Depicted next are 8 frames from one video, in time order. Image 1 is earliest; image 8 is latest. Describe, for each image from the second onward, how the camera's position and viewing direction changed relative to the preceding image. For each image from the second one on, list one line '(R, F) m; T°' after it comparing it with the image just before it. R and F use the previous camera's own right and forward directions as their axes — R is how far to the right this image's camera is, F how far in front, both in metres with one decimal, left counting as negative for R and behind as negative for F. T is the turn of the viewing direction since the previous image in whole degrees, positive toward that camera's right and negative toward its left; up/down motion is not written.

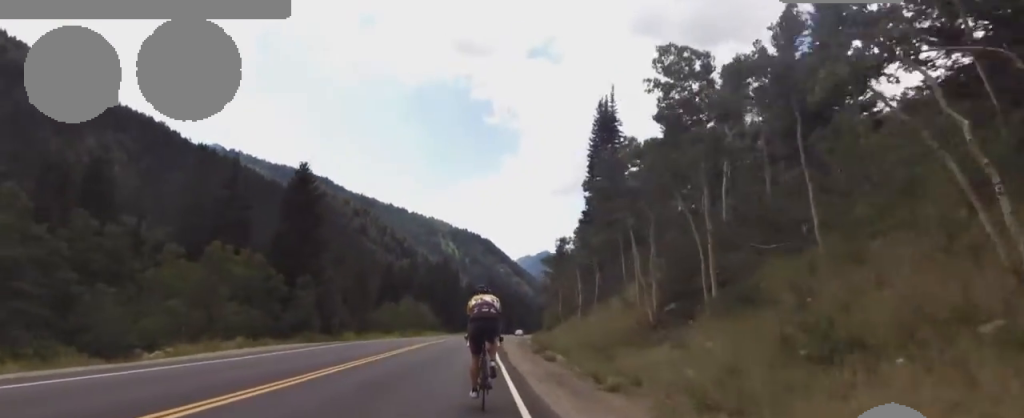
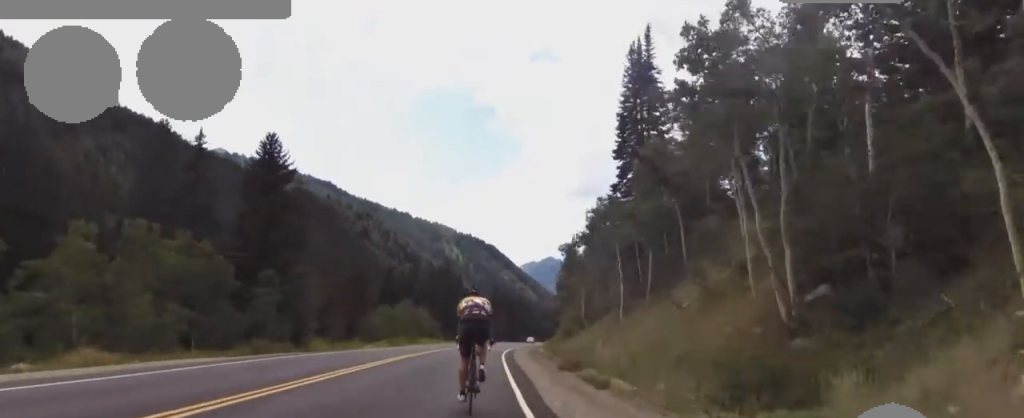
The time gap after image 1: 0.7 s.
(+0.4, +11.4) m; 0°
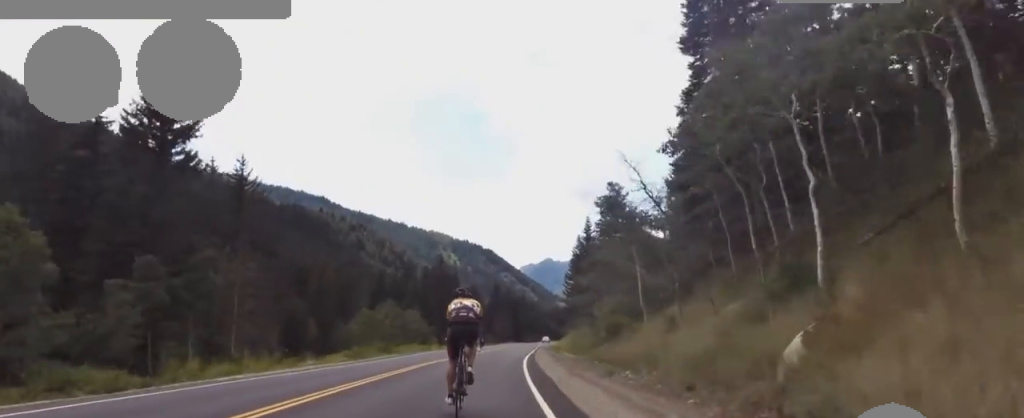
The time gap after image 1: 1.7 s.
(-0.5, +17.6) m; -4°
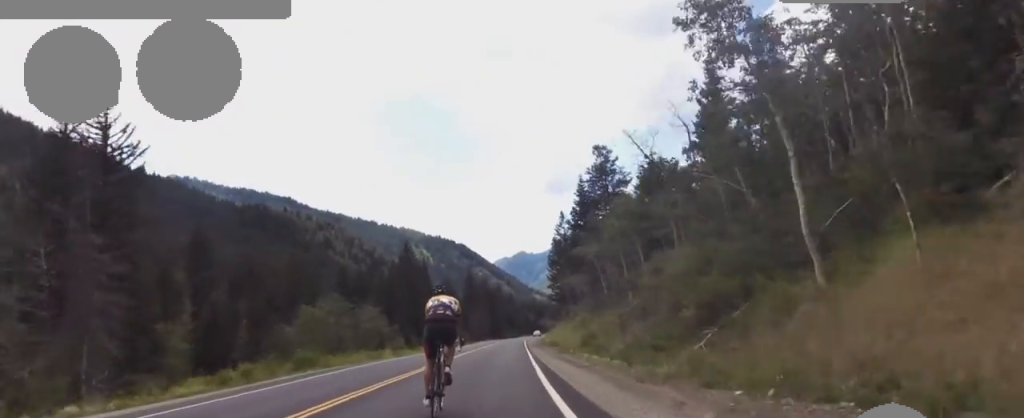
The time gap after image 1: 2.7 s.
(-0.5, +17.8) m; +2°
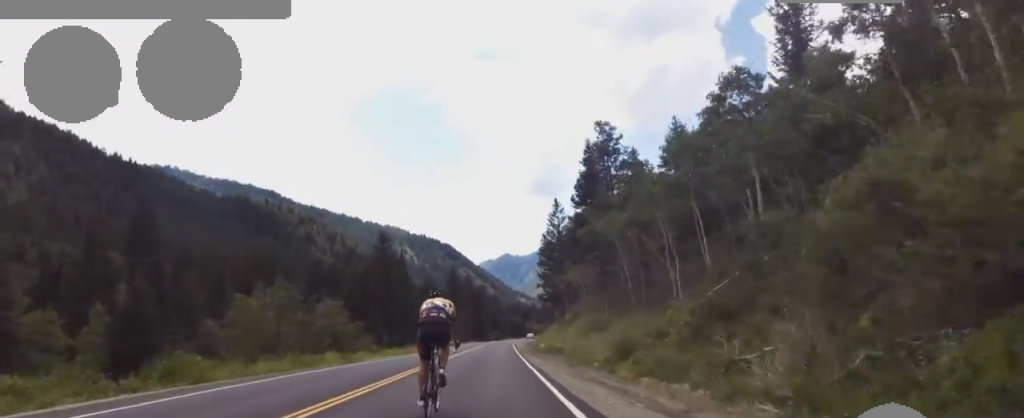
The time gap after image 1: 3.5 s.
(+0.6, +13.3) m; +3°
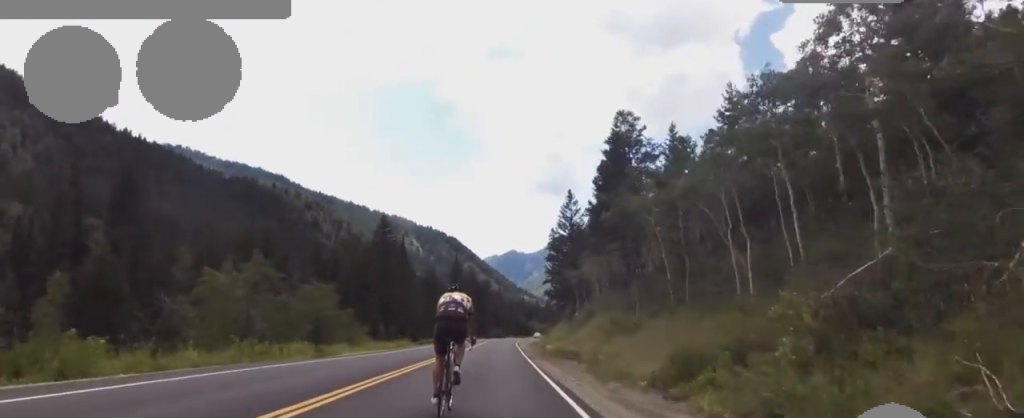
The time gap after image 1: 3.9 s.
(+0.1, +6.9) m; 0°
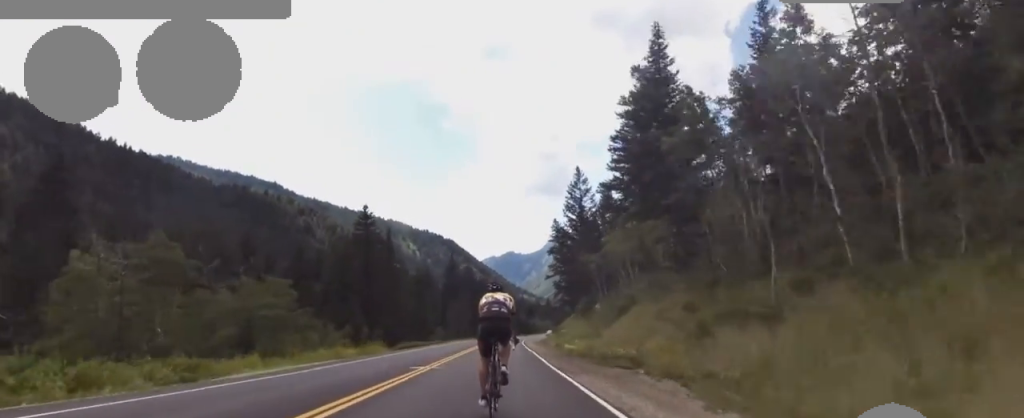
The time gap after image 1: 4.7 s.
(+0.1, +14.5) m; 0°
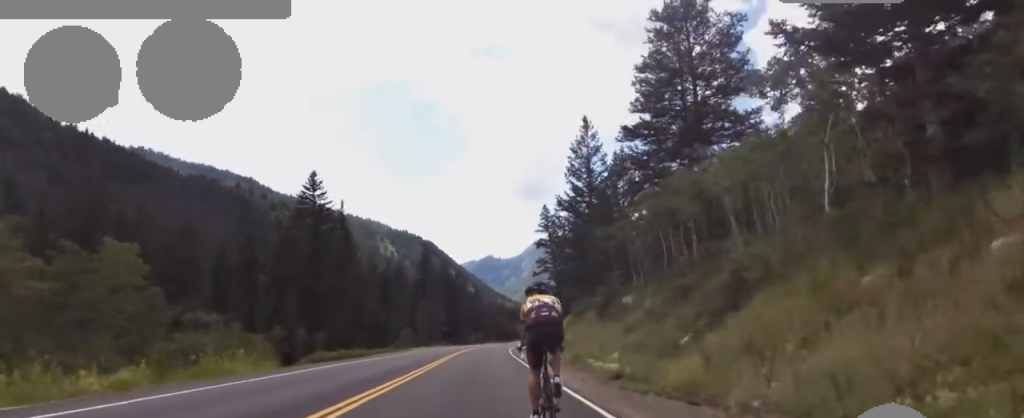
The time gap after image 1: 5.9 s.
(-0.1, +20.4) m; 0°
